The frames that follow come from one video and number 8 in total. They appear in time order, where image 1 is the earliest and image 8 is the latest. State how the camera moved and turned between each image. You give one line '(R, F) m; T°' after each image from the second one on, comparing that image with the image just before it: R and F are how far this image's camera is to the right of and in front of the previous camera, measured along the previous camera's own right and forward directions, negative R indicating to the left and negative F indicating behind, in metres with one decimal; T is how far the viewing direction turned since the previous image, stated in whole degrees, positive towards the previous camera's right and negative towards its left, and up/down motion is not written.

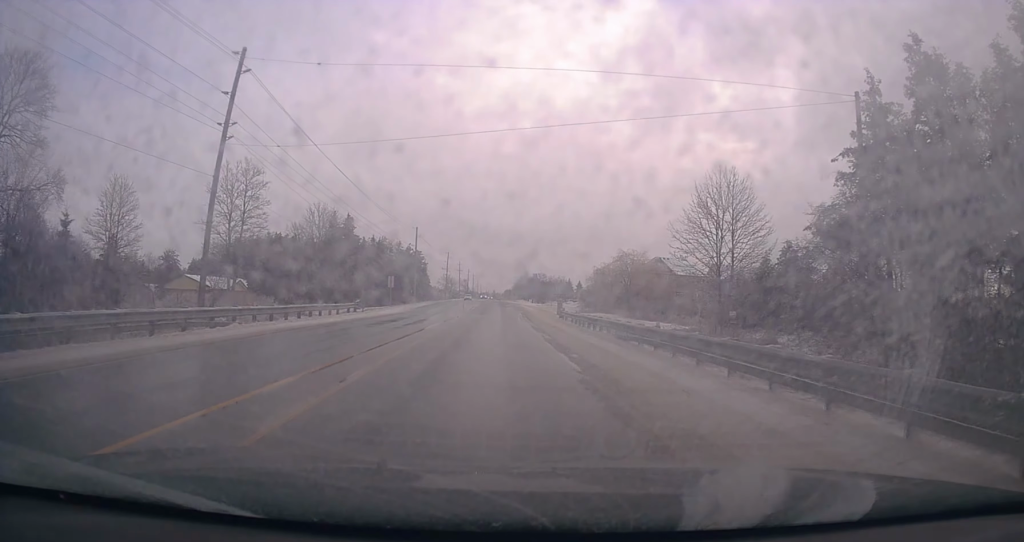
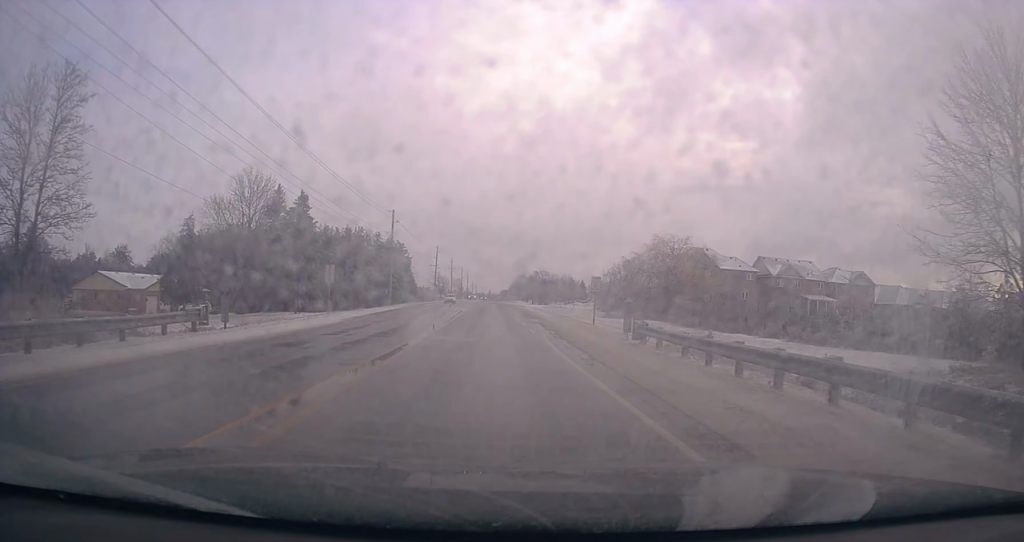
(0.0, +22.2) m; -1°
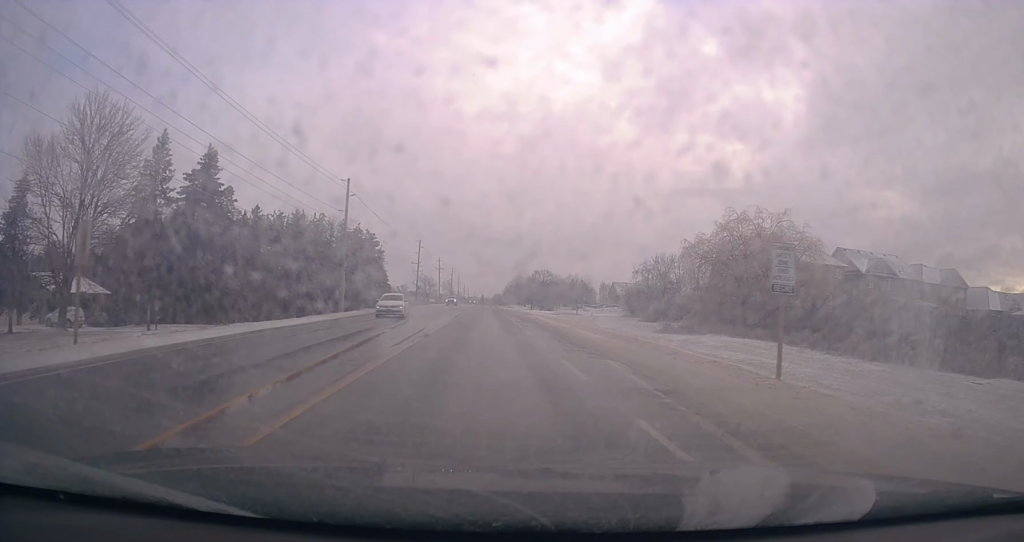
(+0.5, +24.7) m; +1°
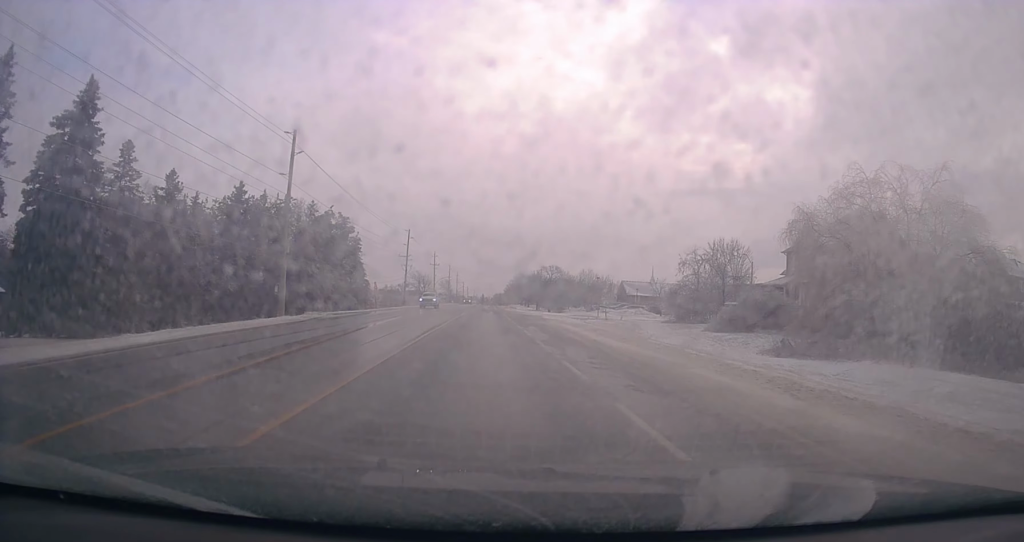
(-0.3, +18.3) m; -1°
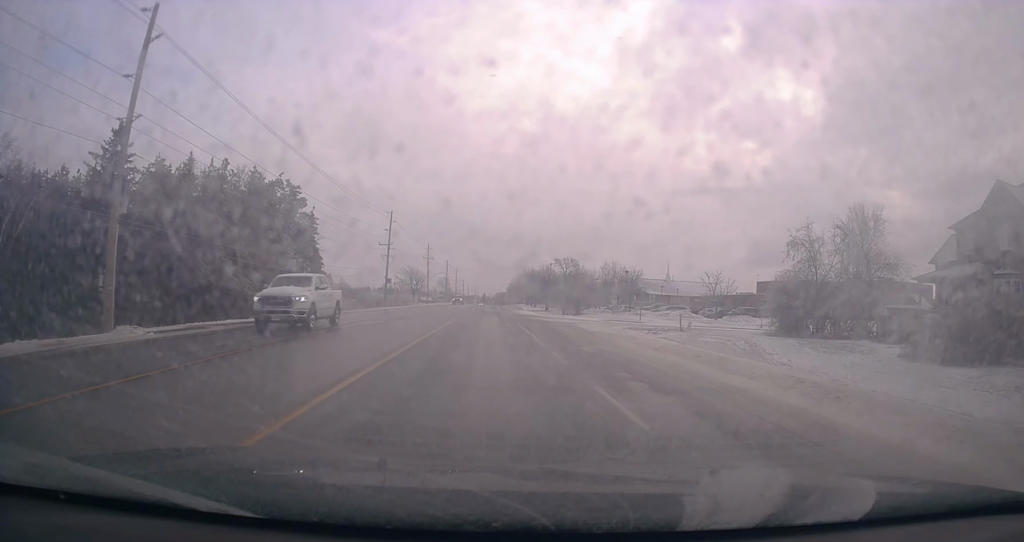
(+0.2, +21.8) m; +3°
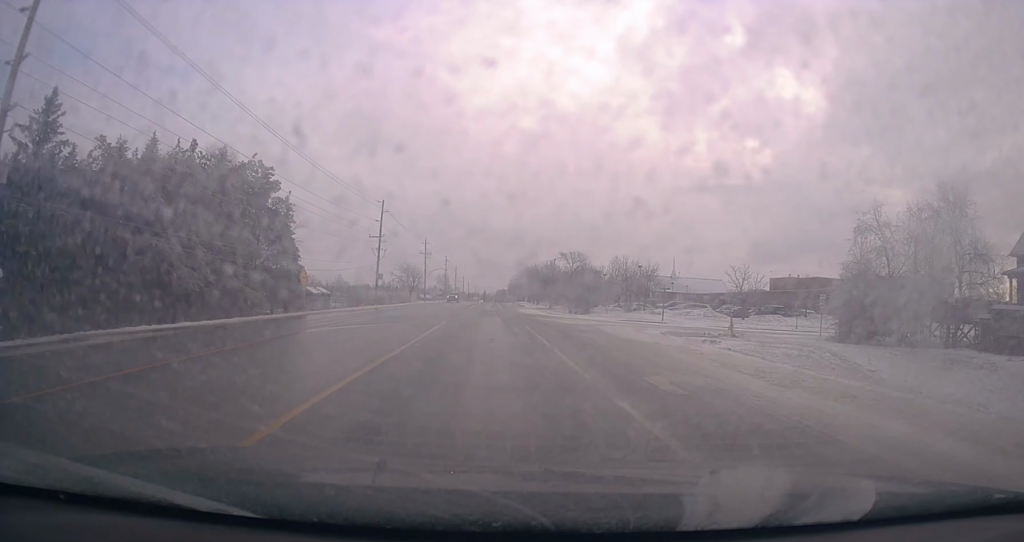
(+0.1, +7.6) m; 0°
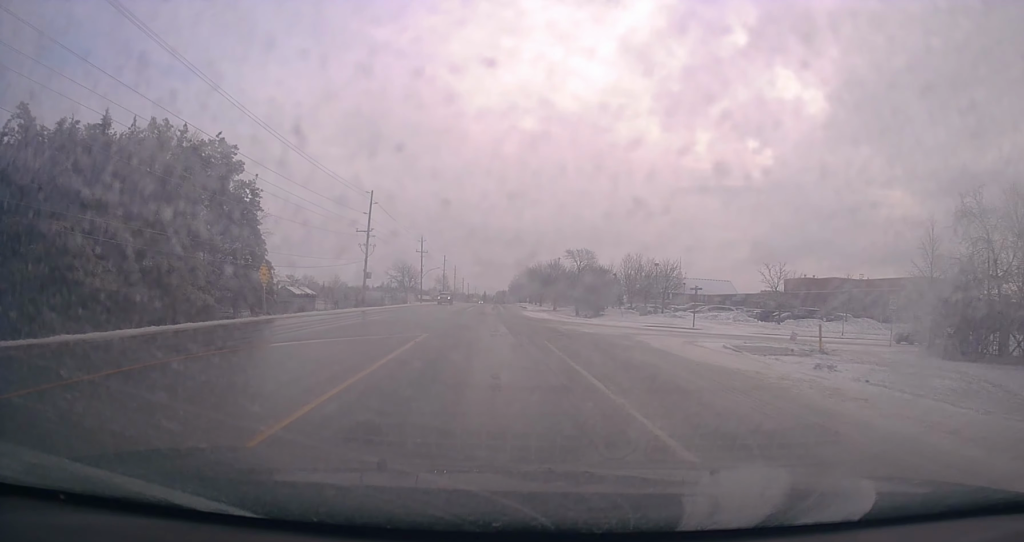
(+0.2, +8.0) m; 0°
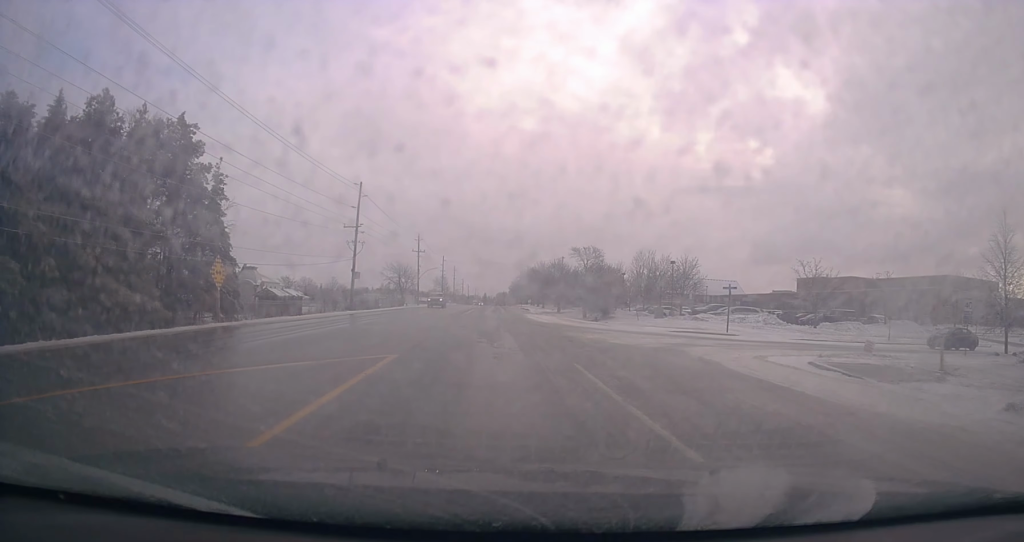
(-0.1, +6.5) m; -1°
